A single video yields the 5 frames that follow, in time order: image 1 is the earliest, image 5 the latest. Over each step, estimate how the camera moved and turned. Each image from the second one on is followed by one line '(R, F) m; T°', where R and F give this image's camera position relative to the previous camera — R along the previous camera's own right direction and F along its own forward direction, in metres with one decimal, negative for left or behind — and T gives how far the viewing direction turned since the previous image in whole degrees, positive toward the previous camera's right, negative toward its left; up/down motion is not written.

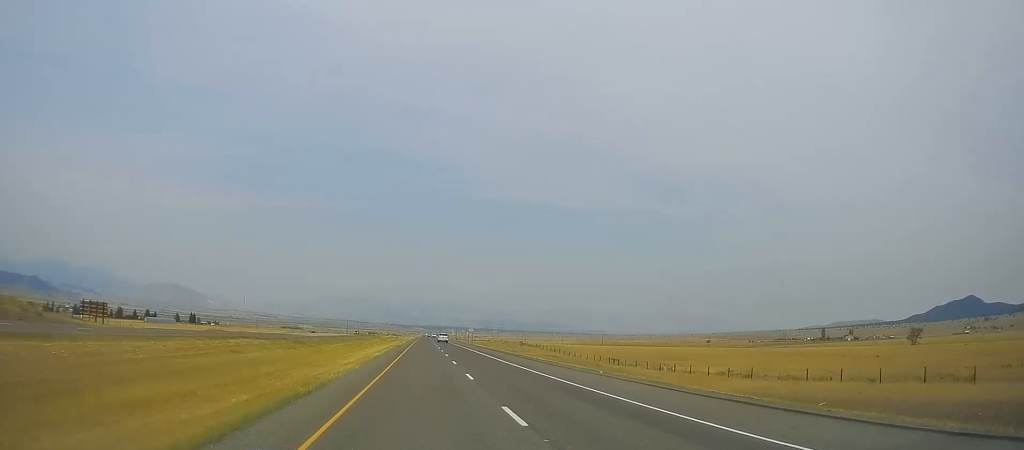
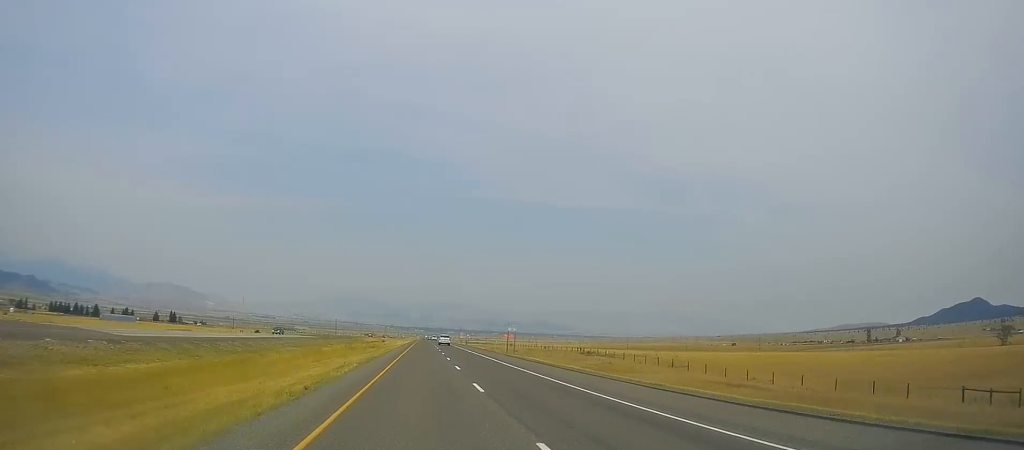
(-1.0, +80.0) m; 0°
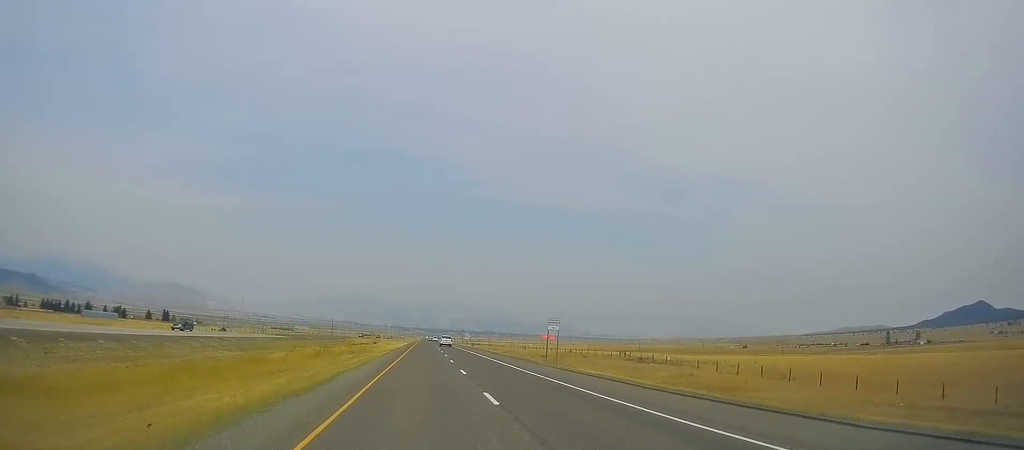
(+0.4, +28.1) m; 0°
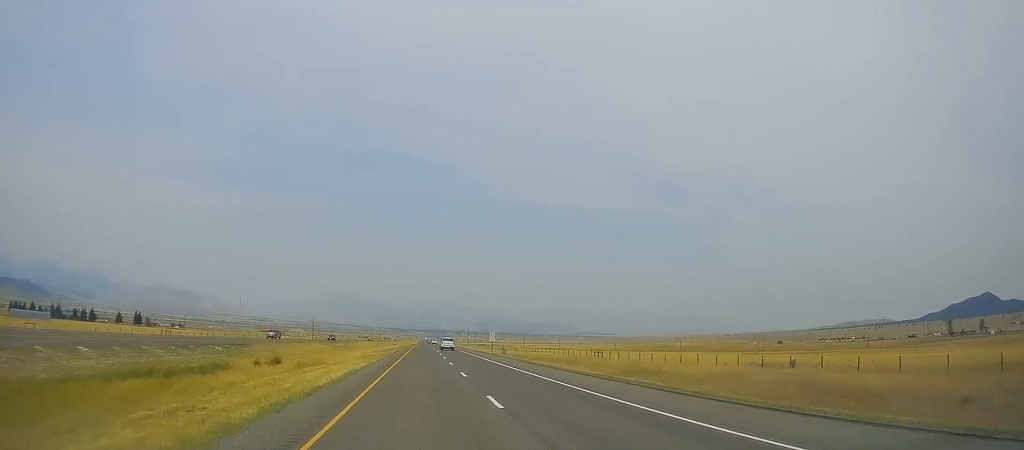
(-1.6, +85.7) m; -1°
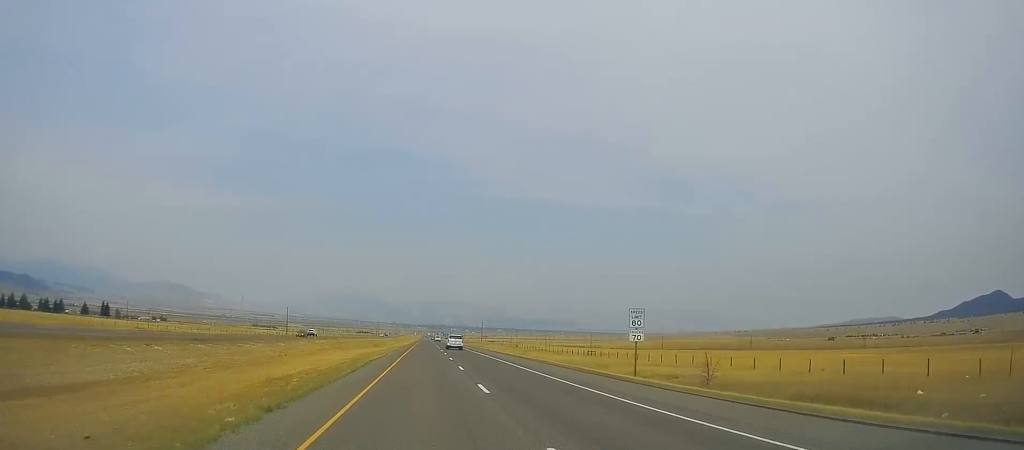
(-0.4, +93.1) m; -1°
